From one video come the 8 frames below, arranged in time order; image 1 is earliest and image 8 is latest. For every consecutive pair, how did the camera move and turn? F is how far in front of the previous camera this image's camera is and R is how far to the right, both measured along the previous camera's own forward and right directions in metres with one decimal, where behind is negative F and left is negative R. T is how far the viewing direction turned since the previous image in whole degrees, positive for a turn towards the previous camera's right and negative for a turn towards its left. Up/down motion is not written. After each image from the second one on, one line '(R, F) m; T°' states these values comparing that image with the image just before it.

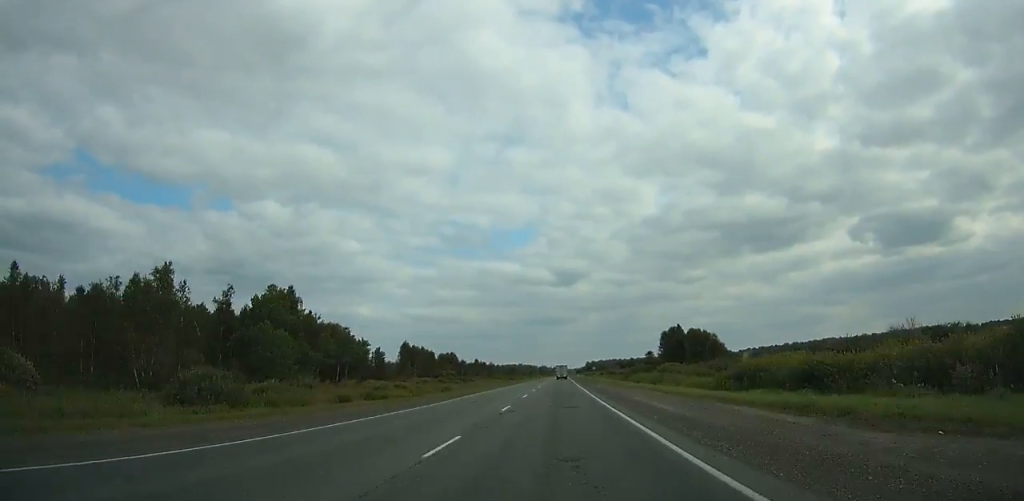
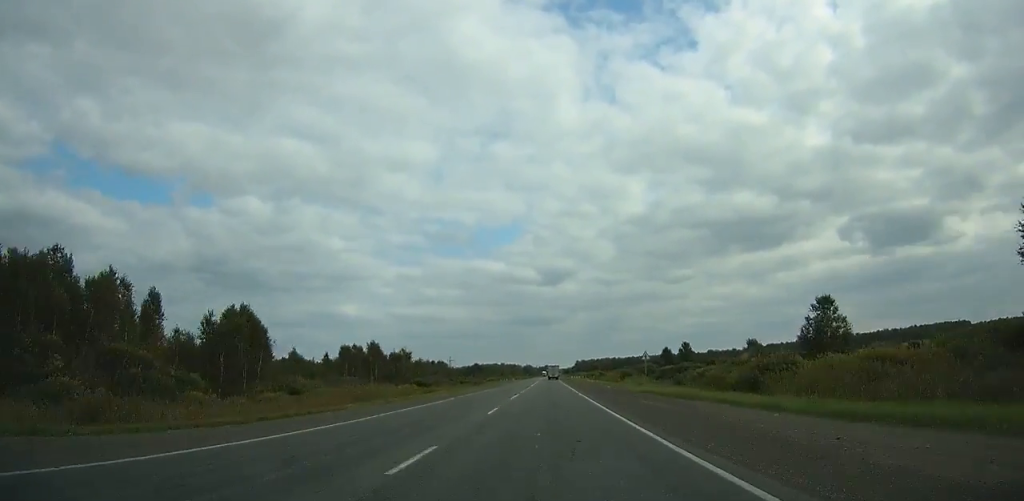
(+0.1, +97.0) m; 0°
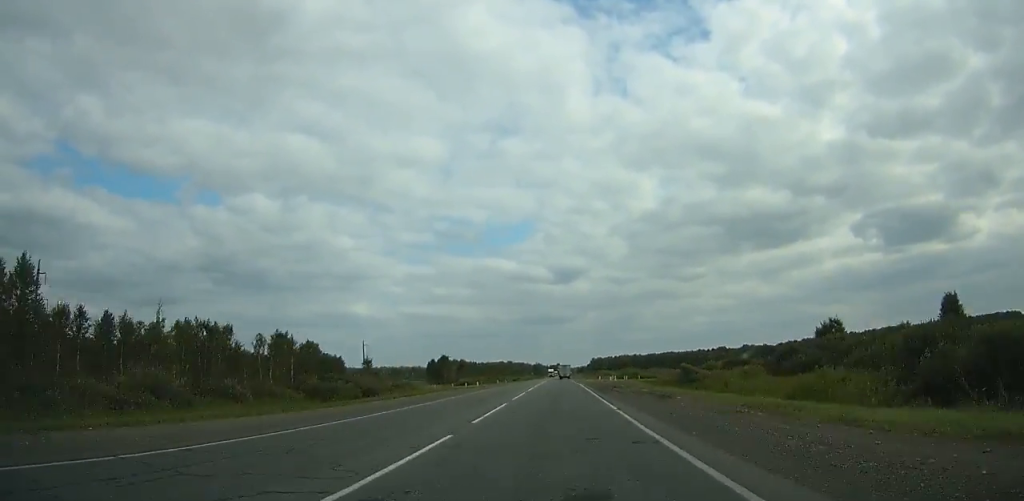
(+0.1, +87.4) m; 0°
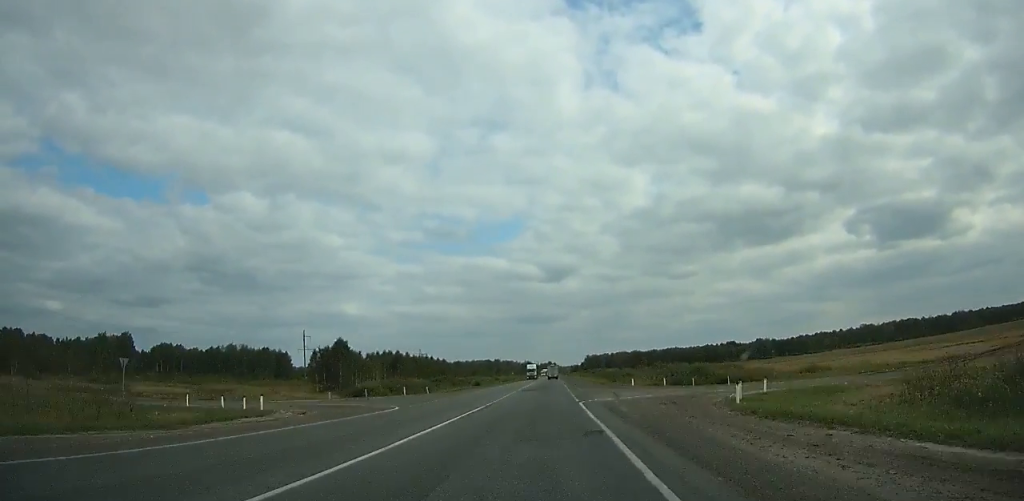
(-0.2, +65.9) m; 0°
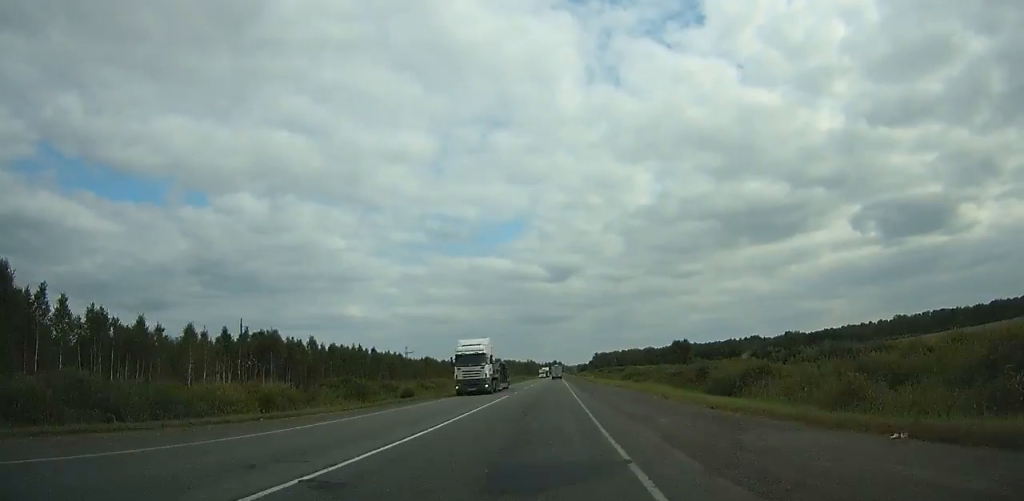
(+0.3, +58.6) m; 0°
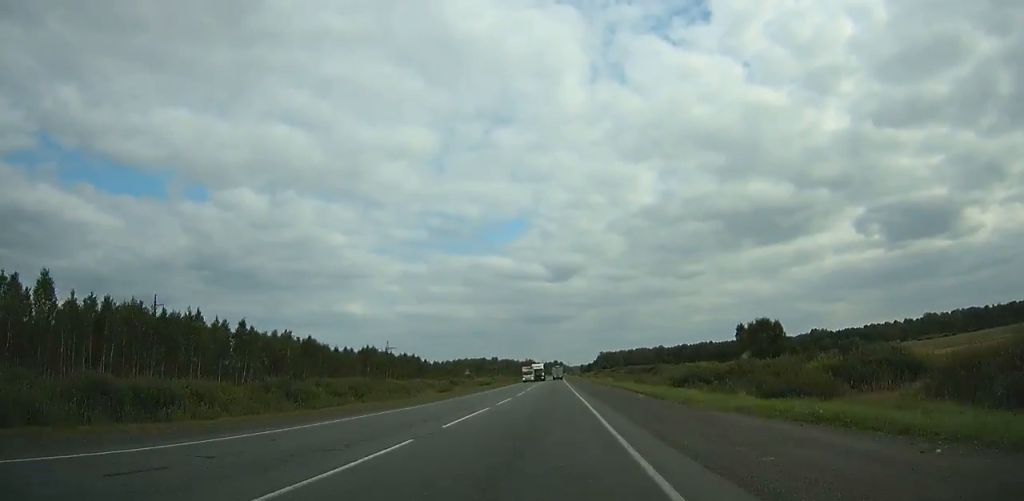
(-0.3, +49.1) m; 0°
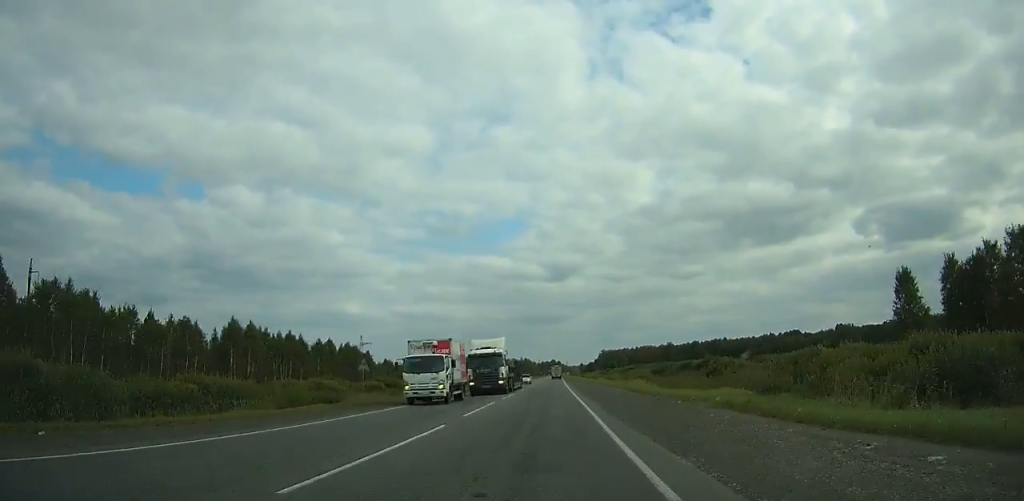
(0.0, +44.3) m; 0°
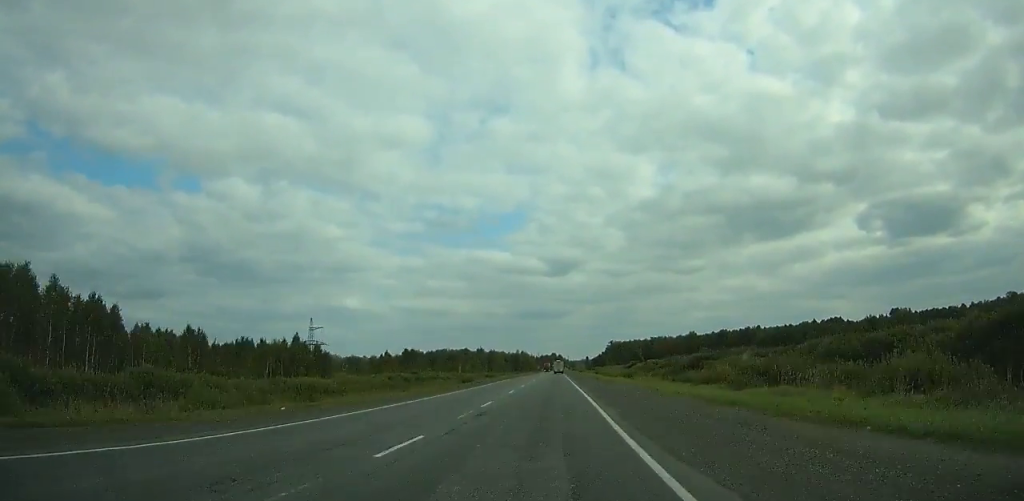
(+0.2, +66.0) m; 0°
